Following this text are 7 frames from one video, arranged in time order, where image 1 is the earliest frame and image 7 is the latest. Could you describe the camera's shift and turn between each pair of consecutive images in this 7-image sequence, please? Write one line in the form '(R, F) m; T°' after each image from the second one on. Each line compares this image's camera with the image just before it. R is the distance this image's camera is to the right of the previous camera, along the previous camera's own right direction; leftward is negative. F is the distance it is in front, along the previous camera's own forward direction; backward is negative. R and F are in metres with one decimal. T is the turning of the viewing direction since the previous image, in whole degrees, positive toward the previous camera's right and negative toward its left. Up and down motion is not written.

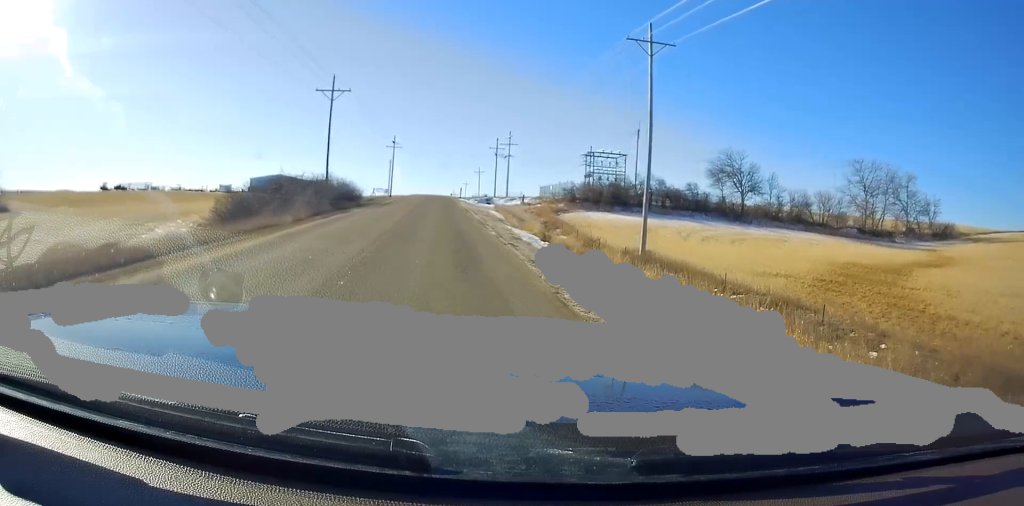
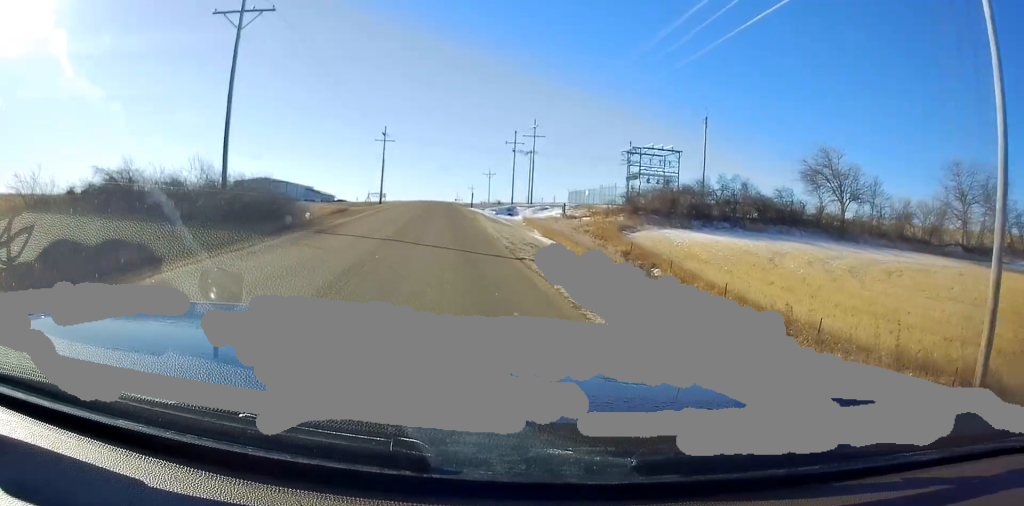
(0.0, +24.5) m; 0°
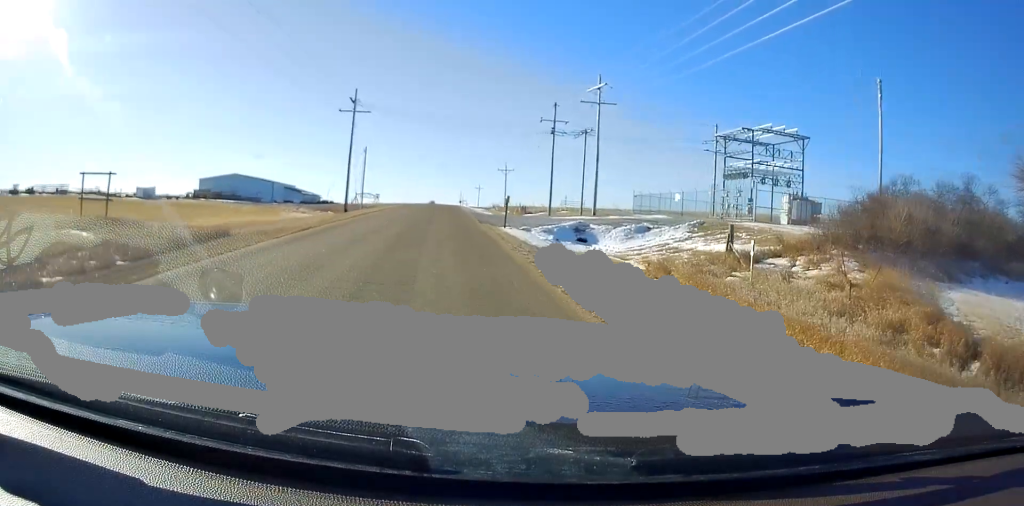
(-1.4, +33.2) m; -3°
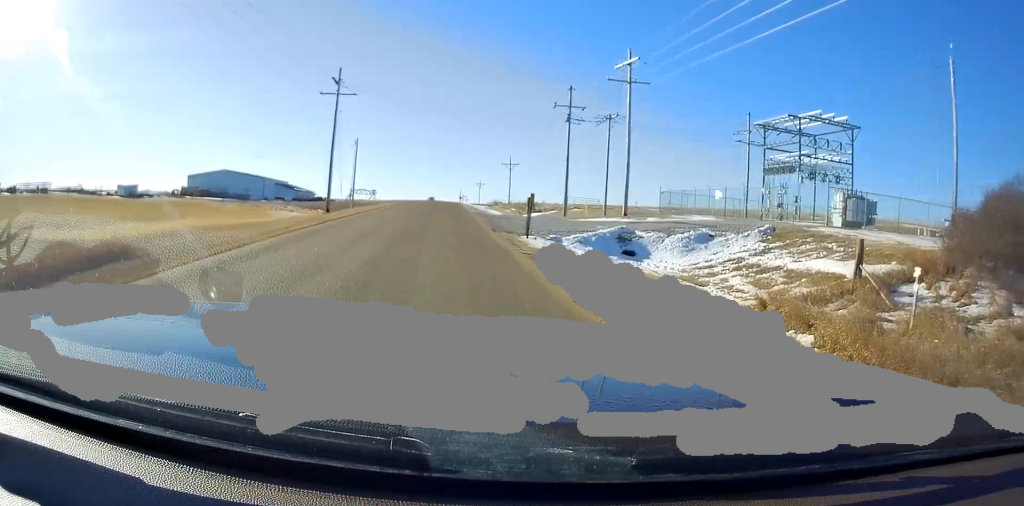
(+0.2, +8.4) m; +1°
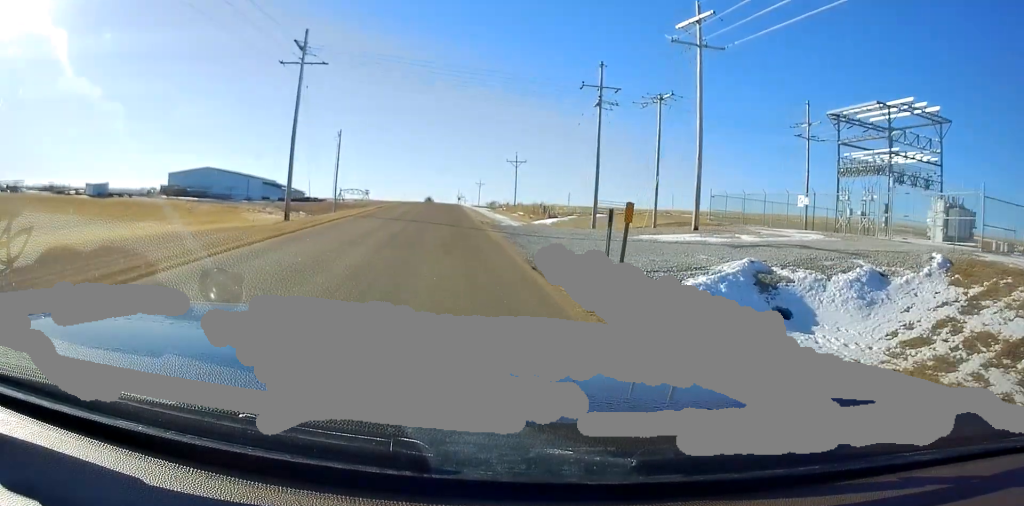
(+0.3, +11.8) m; +2°
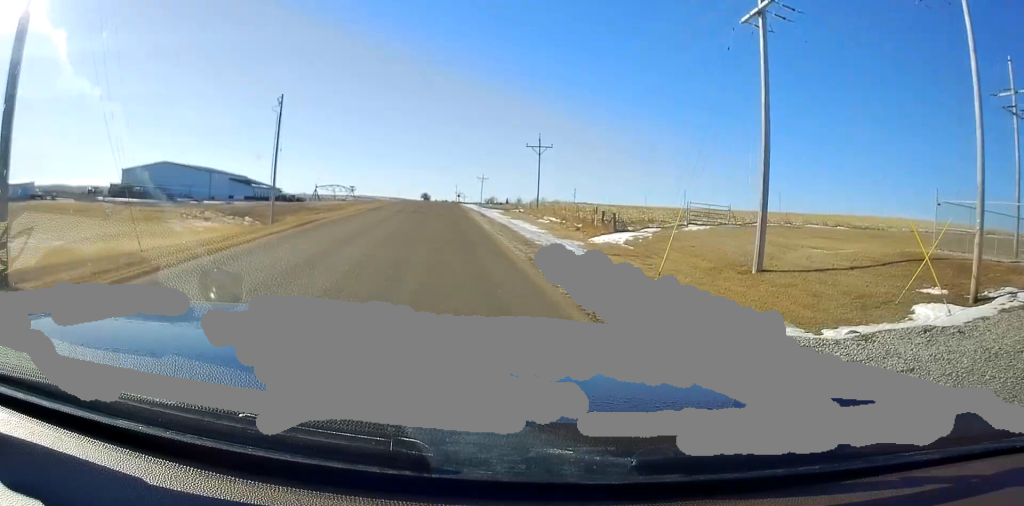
(0.0, +24.6) m; +1°
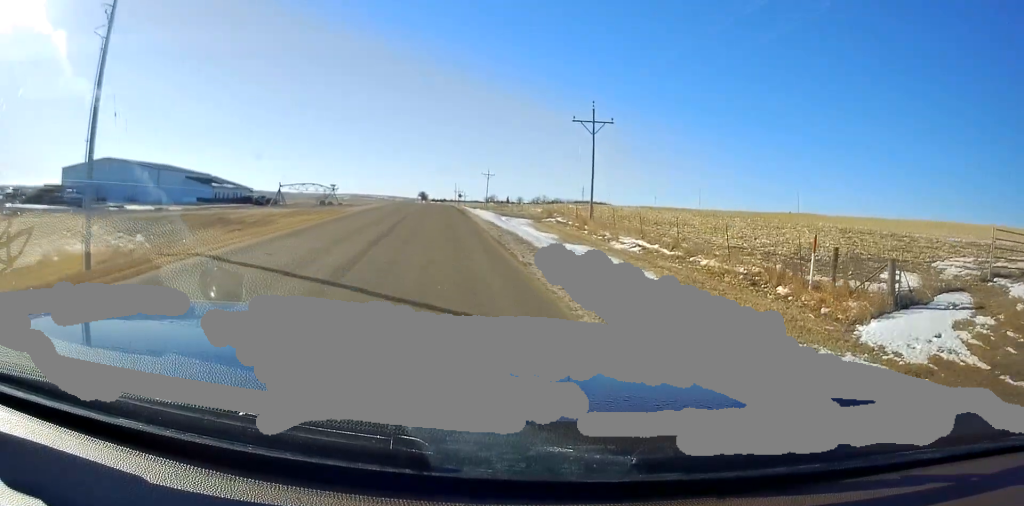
(+0.9, +24.6) m; +1°
